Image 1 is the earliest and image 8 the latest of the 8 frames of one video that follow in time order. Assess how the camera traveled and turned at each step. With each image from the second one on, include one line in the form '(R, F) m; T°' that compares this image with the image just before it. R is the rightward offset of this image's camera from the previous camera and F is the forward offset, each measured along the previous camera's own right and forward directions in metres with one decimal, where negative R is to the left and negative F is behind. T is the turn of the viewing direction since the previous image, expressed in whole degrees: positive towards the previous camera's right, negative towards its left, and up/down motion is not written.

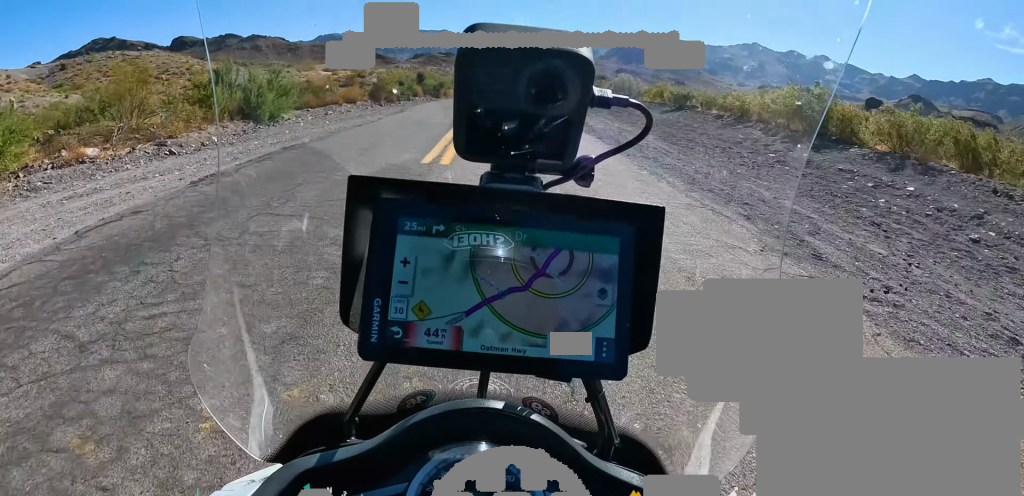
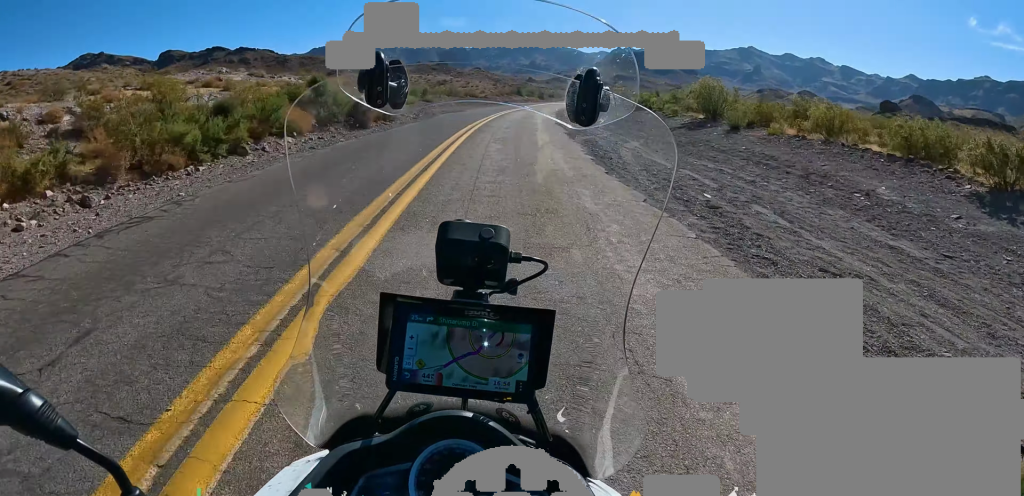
(+0.8, +23.4) m; +1°
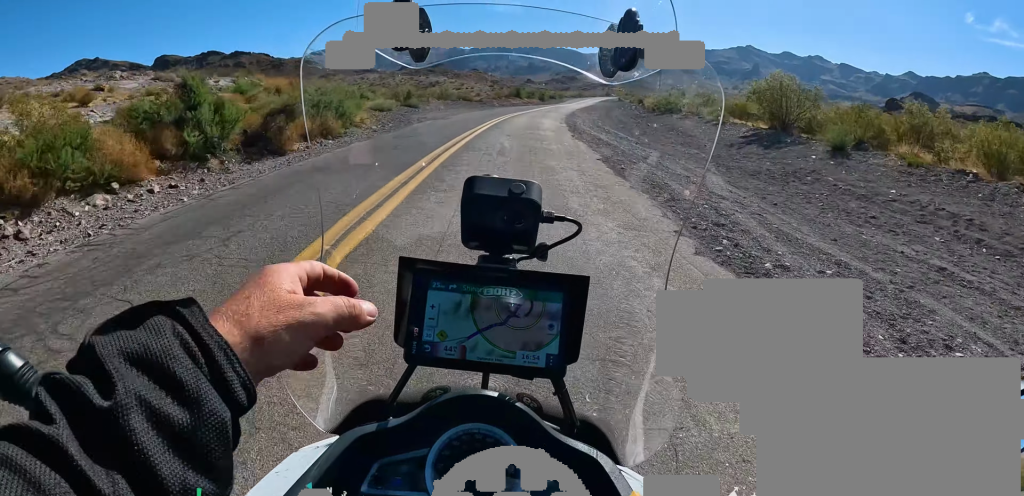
(-0.2, +8.3) m; 0°
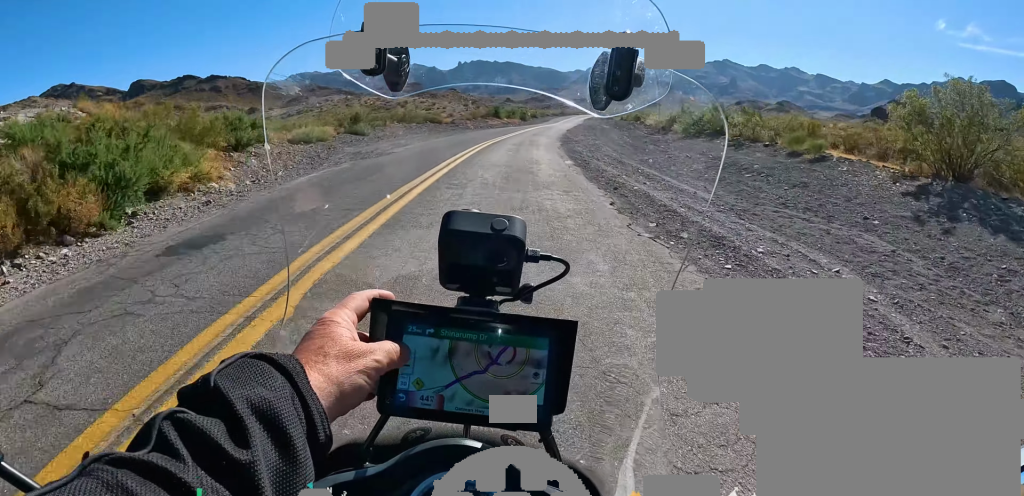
(-0.5, +10.8) m; +1°
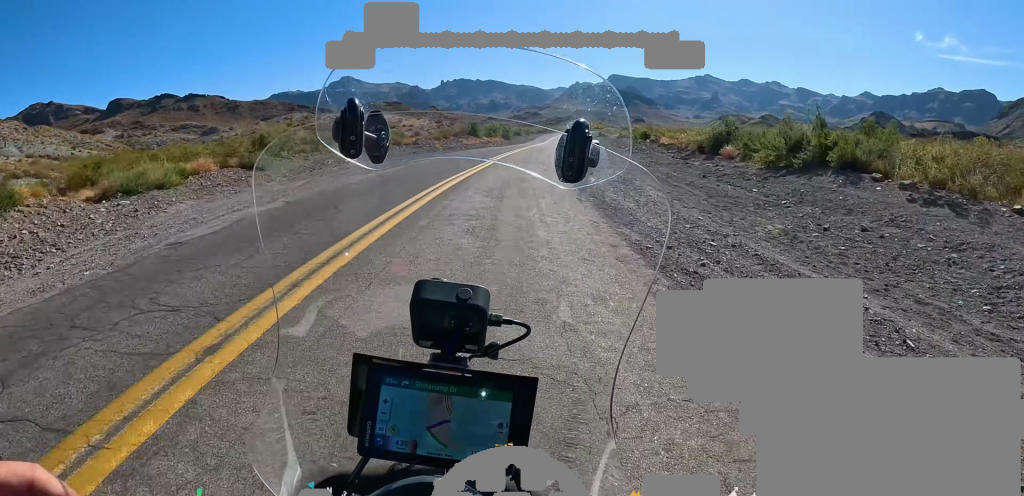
(+0.5, +12.7) m; 0°
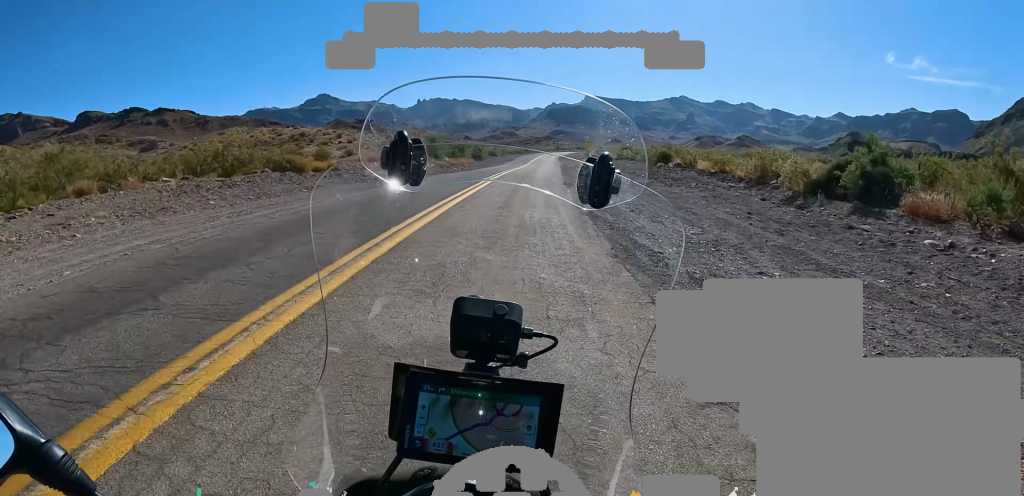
(0.0, +15.9) m; 0°
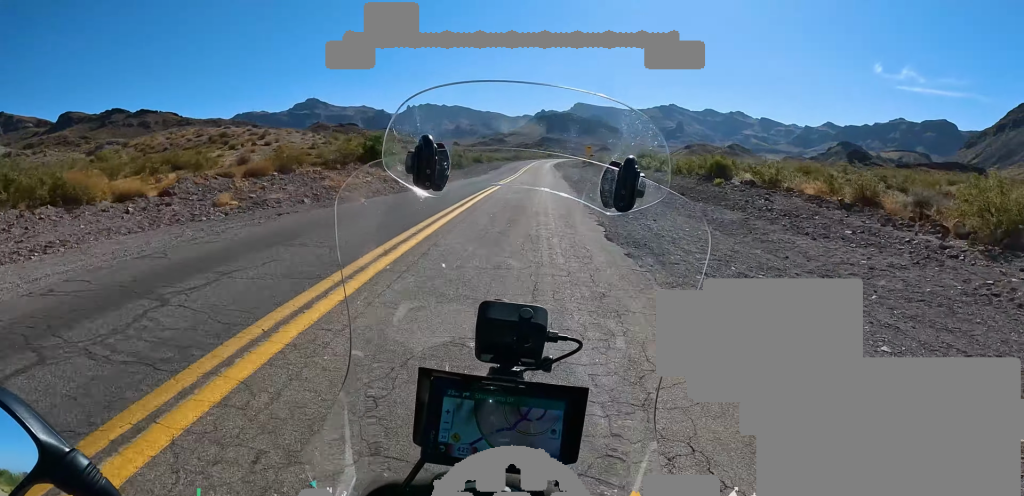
(-0.5, +13.9) m; -1°
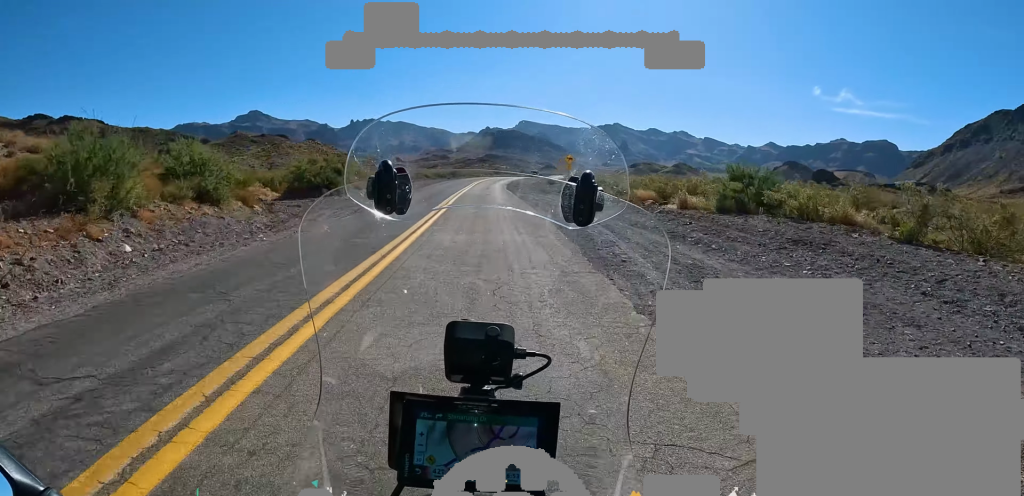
(-0.1, +30.0) m; +1°
